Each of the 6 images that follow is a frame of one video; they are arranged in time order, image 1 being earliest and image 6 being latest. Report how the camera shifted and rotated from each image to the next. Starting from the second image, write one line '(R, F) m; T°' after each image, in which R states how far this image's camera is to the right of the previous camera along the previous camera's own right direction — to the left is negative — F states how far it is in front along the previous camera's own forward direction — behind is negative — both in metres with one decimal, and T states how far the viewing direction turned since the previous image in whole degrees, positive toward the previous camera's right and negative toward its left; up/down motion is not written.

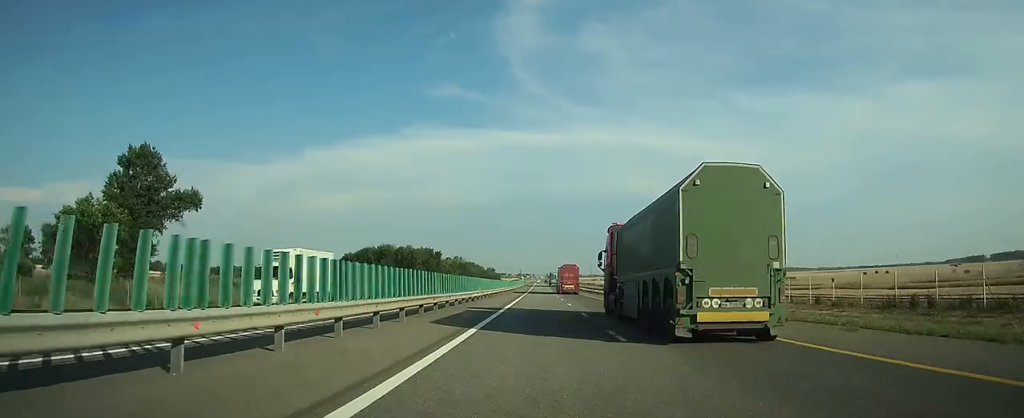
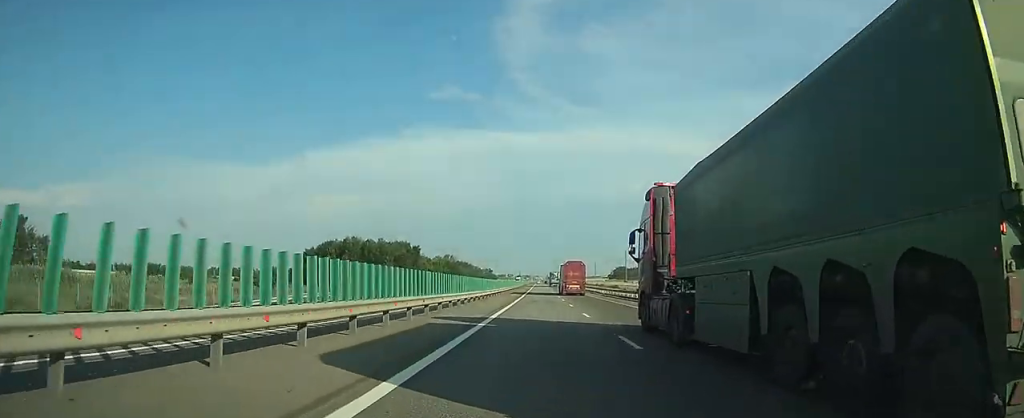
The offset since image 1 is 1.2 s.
(0.0, +38.3) m; 0°
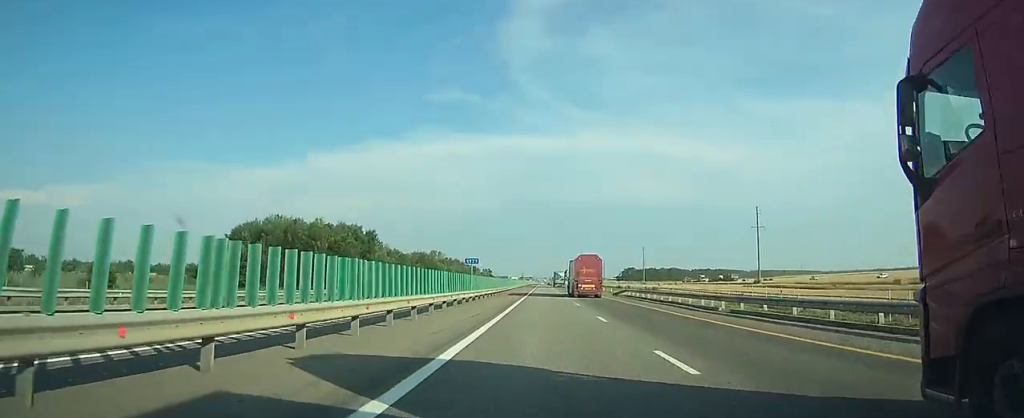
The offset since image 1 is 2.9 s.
(-0.1, +51.4) m; 0°
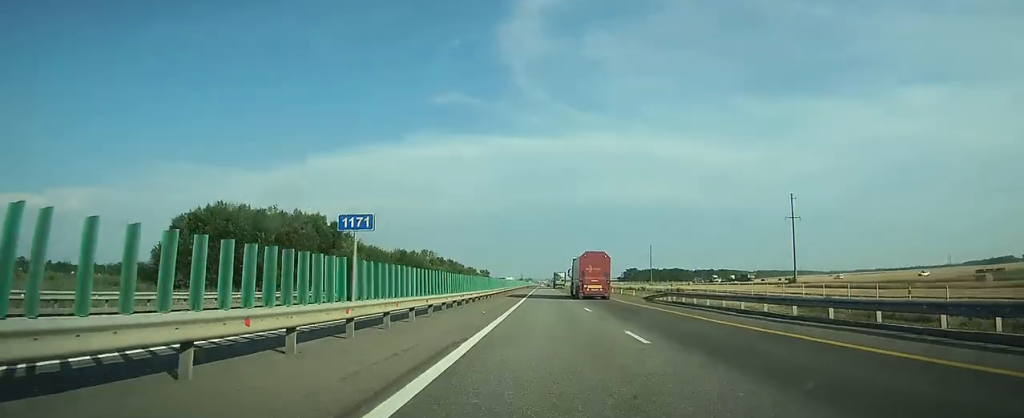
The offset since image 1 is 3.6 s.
(0.0, +21.5) m; 0°
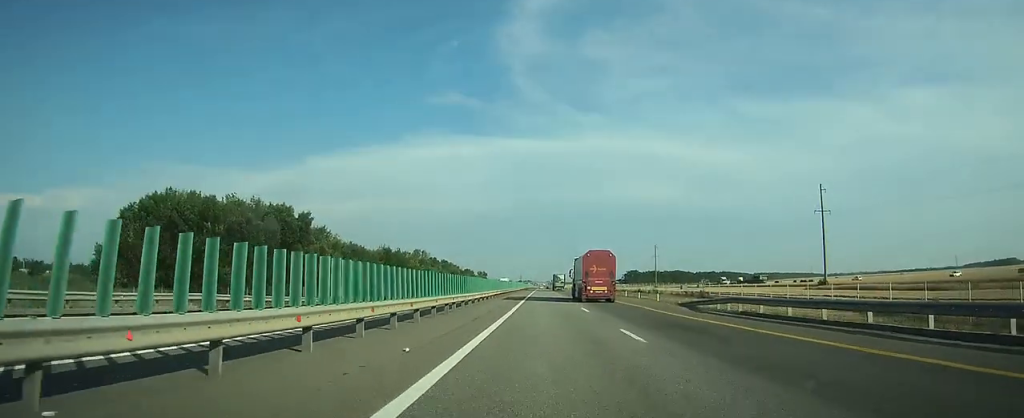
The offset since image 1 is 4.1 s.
(0.0, +14.4) m; 0°
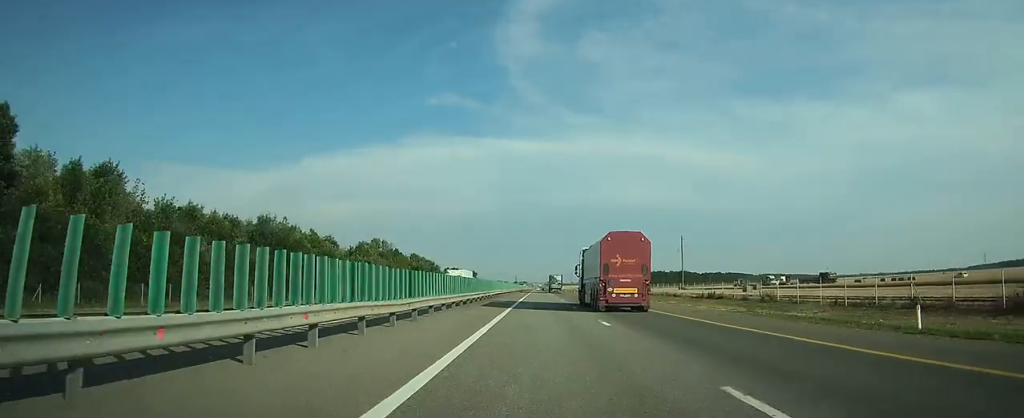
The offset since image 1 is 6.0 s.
(0.0, +58.6) m; 0°
